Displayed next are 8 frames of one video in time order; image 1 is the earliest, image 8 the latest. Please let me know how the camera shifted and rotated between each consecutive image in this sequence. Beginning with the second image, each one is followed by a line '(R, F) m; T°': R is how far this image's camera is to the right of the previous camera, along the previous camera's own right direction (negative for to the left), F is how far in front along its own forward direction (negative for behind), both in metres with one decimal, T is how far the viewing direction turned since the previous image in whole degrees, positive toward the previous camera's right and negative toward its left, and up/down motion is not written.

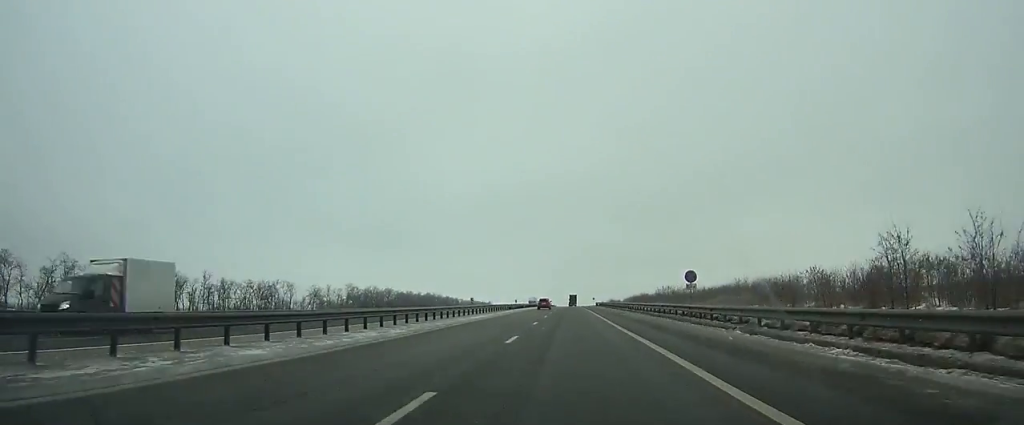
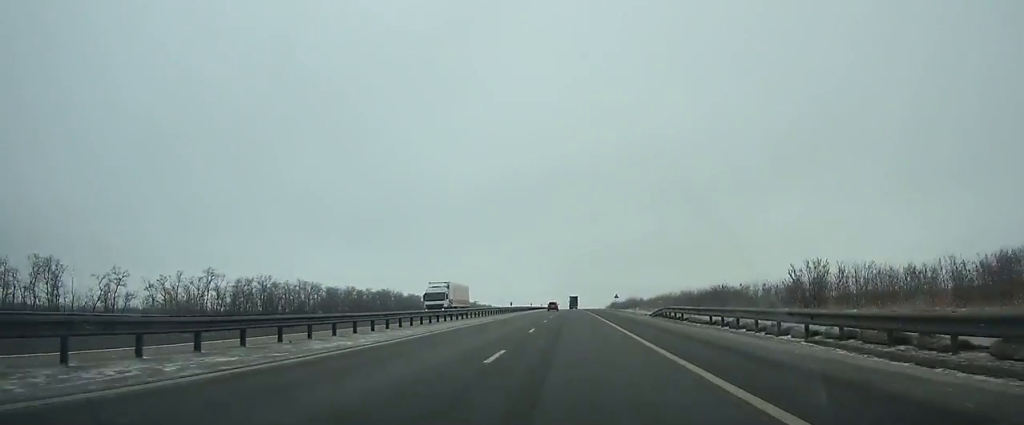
(-0.1, +81.0) m; 0°
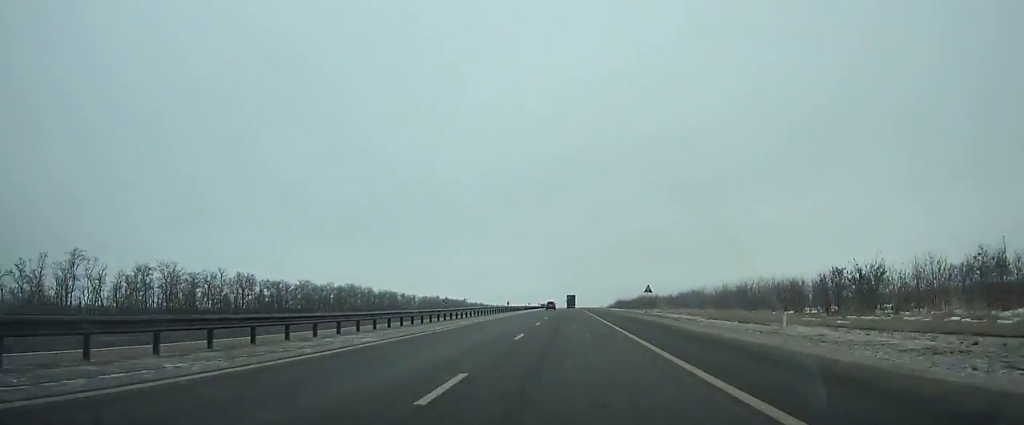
(0.0, +38.6) m; 0°
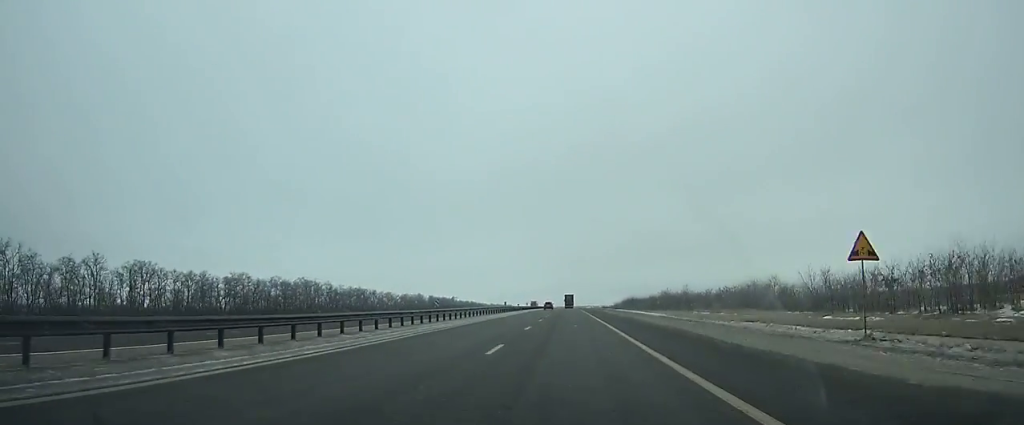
(+0.1, +39.7) m; 0°
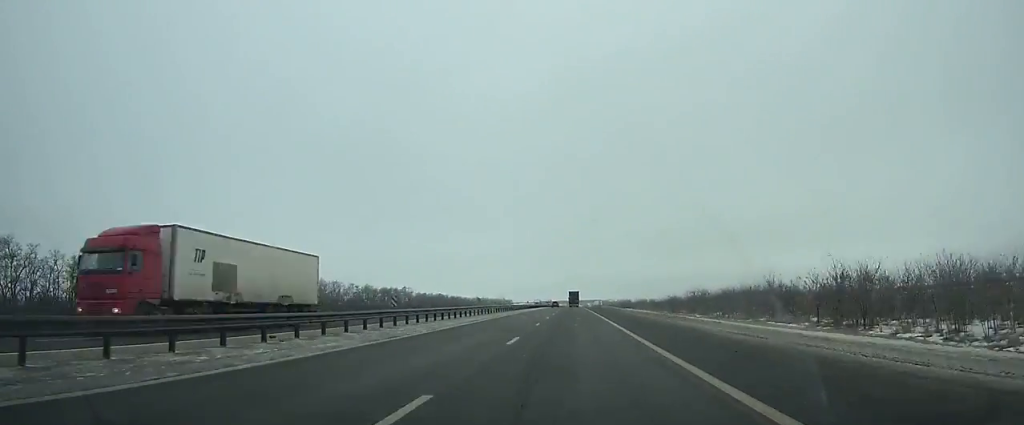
(-0.3, +127.1) m; 0°
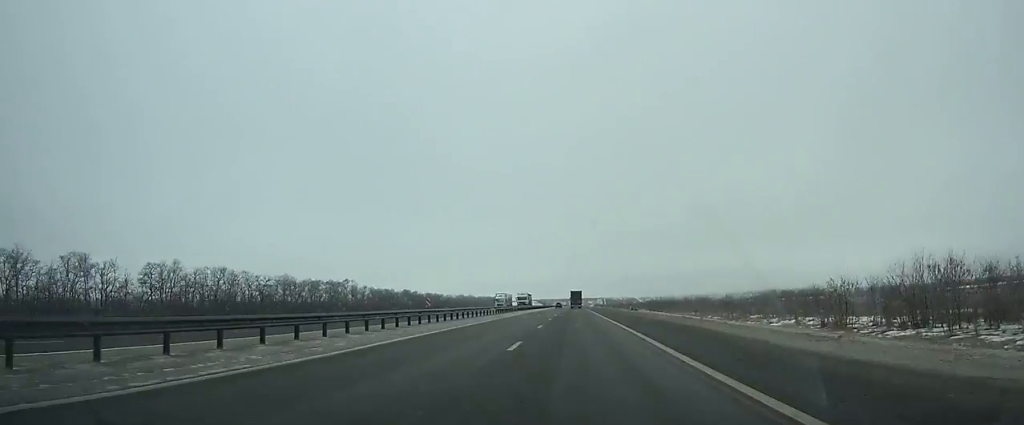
(+0.1, +74.6) m; 0°
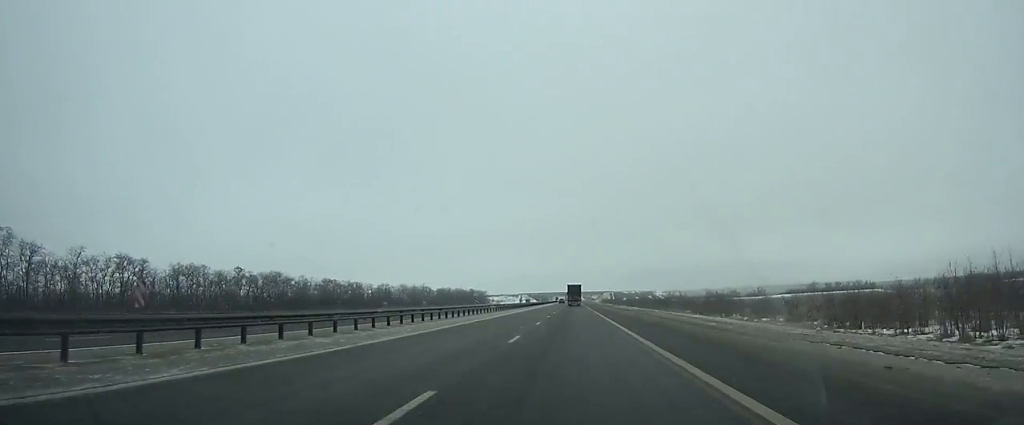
(0.0, +142.7) m; 0°
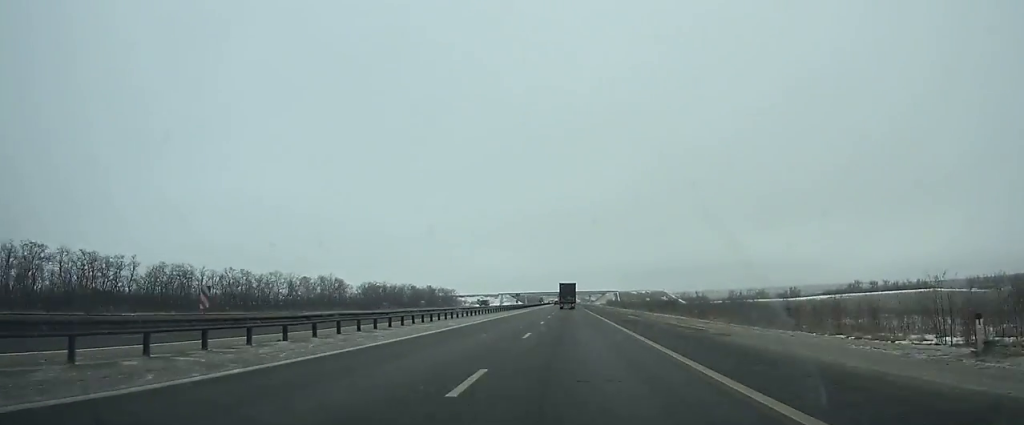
(+0.2, +117.8) m; 0°
